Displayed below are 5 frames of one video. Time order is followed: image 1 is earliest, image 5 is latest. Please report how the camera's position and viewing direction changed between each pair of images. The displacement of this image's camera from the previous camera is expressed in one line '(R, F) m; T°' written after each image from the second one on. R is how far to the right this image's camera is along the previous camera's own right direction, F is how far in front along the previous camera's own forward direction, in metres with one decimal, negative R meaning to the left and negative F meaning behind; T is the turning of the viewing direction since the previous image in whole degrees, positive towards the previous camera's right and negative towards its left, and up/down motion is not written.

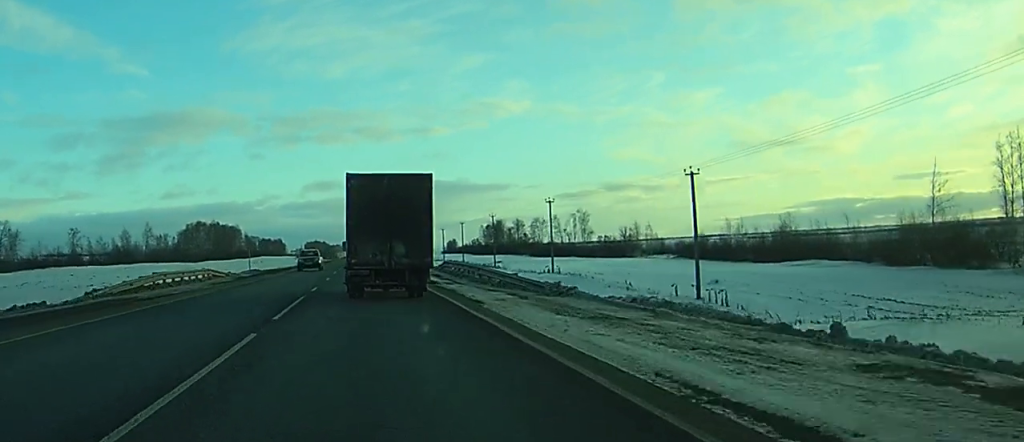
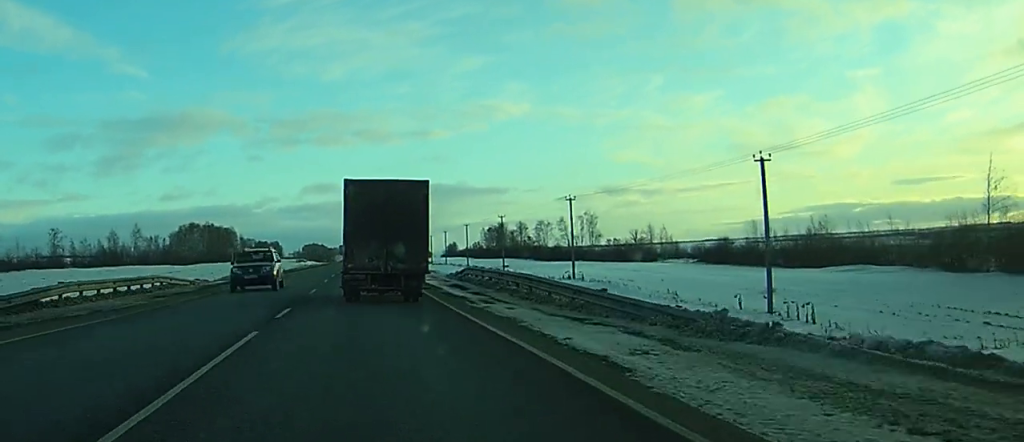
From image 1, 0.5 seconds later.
(0.0, +11.4) m; 0°
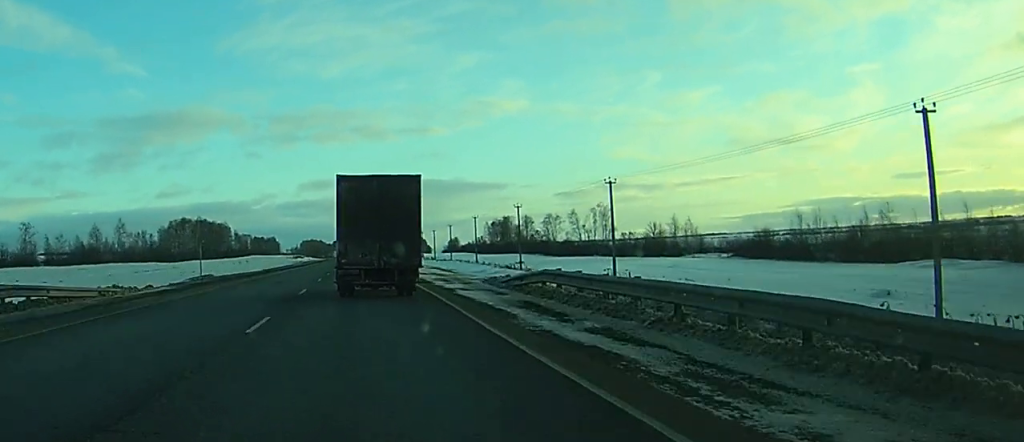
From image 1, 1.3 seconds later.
(0.0, +15.8) m; 0°
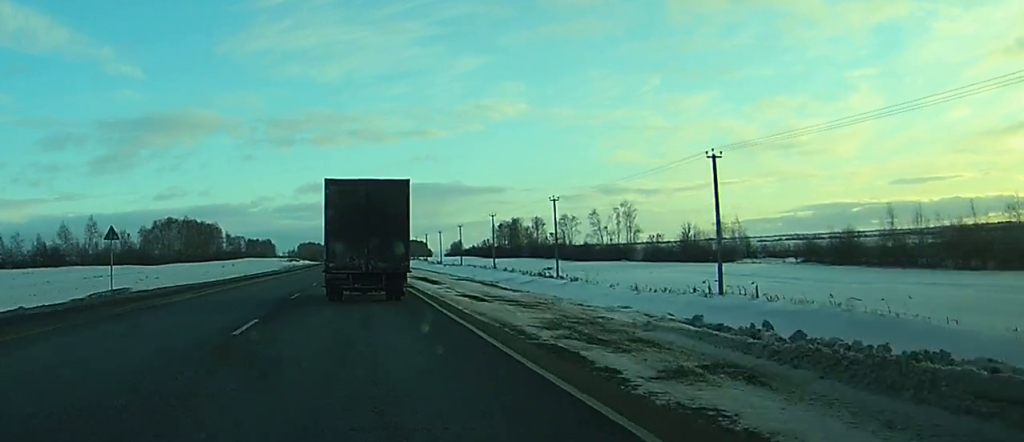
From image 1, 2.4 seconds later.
(0.0, +23.9) m; 0°
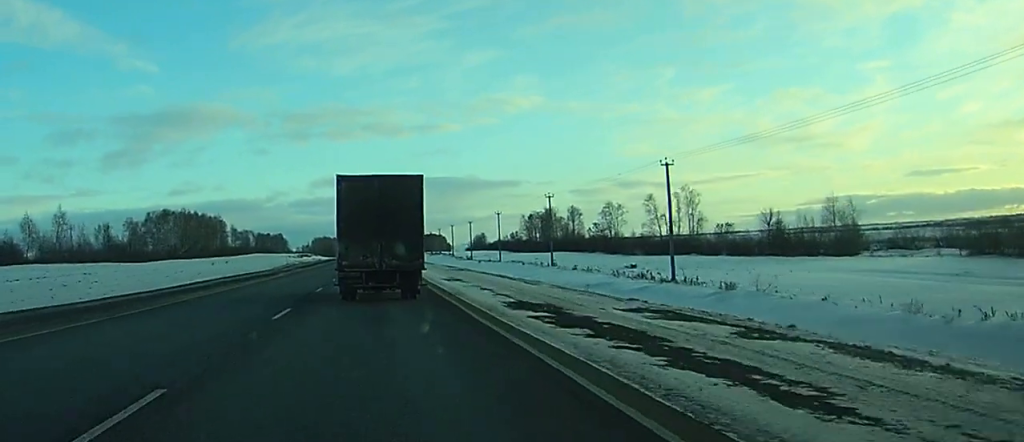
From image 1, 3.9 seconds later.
(0.0, +33.0) m; -1°
